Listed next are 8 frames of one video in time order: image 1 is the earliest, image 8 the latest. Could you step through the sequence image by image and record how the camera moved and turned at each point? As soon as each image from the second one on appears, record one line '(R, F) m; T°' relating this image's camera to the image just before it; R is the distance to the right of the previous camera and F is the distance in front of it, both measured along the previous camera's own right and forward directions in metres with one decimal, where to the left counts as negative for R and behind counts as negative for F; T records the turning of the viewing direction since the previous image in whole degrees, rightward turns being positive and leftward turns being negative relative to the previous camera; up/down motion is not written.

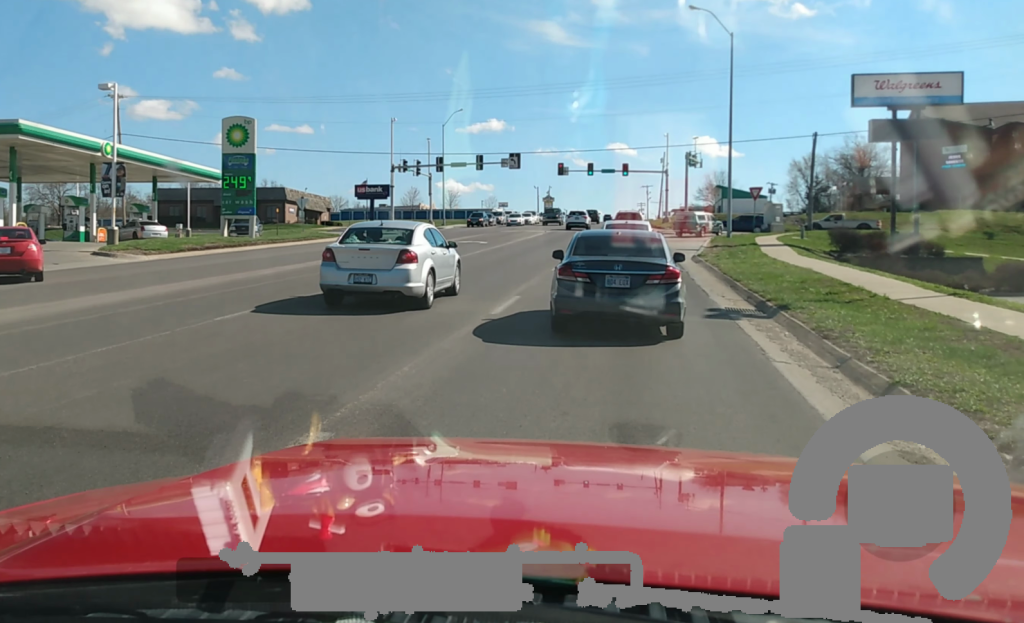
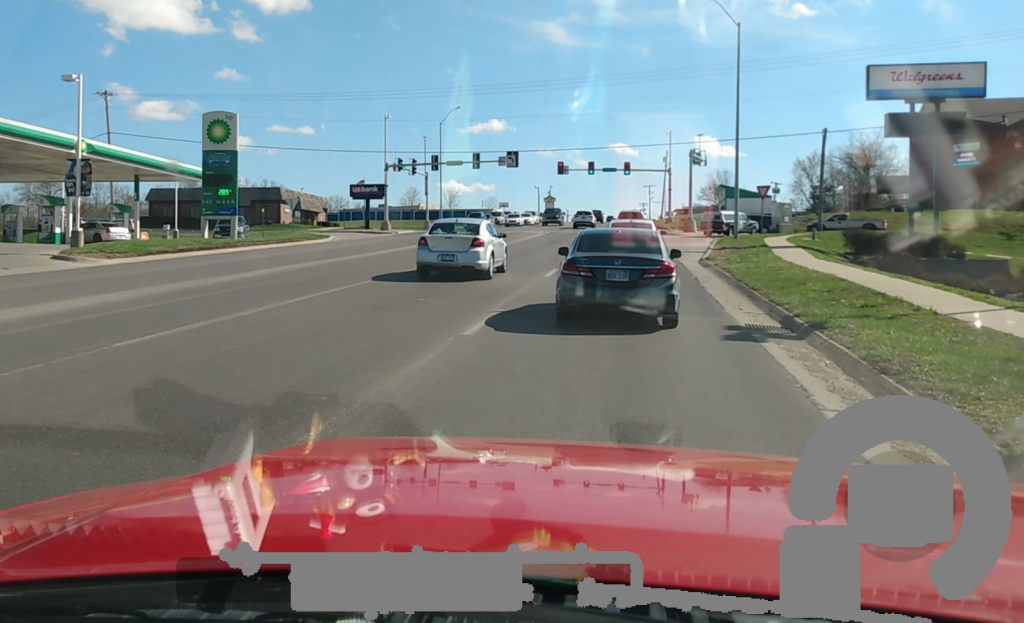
(0.0, +3.0) m; -1°
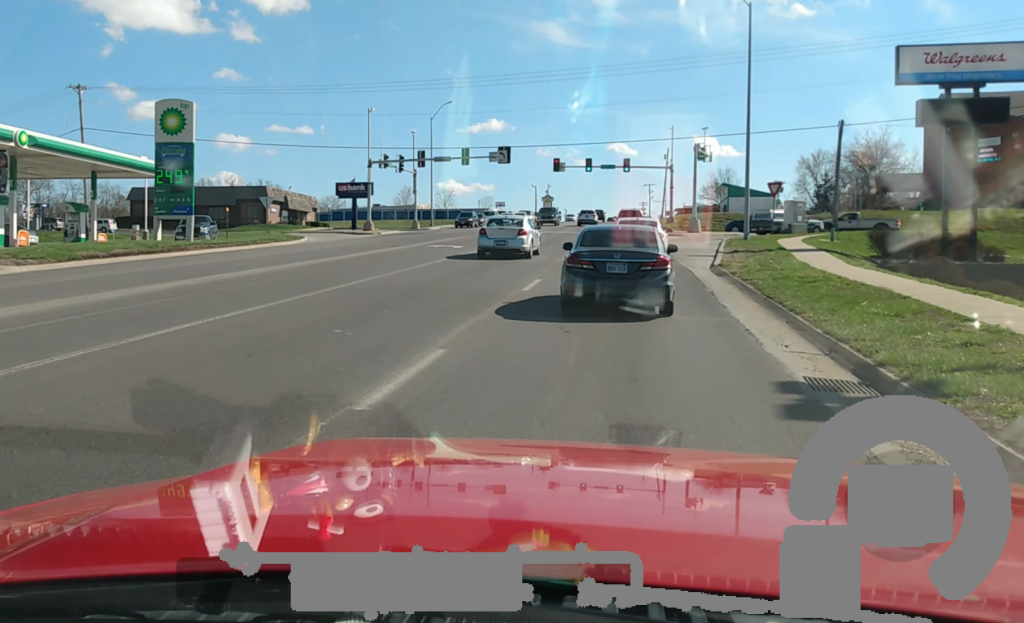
(0.0, +4.9) m; -2°
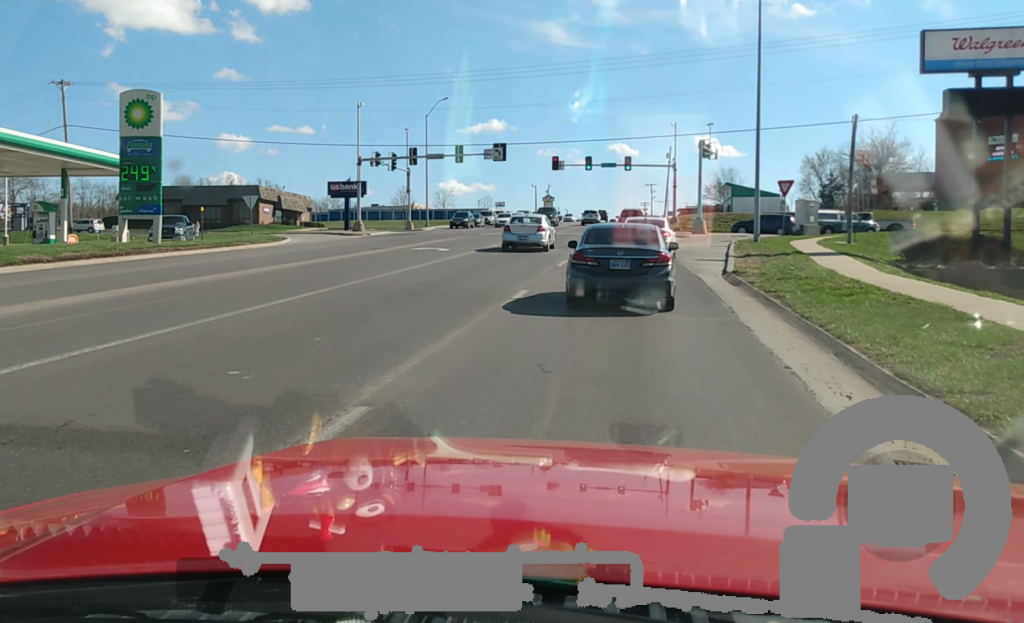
(-0.2, +3.5) m; -1°
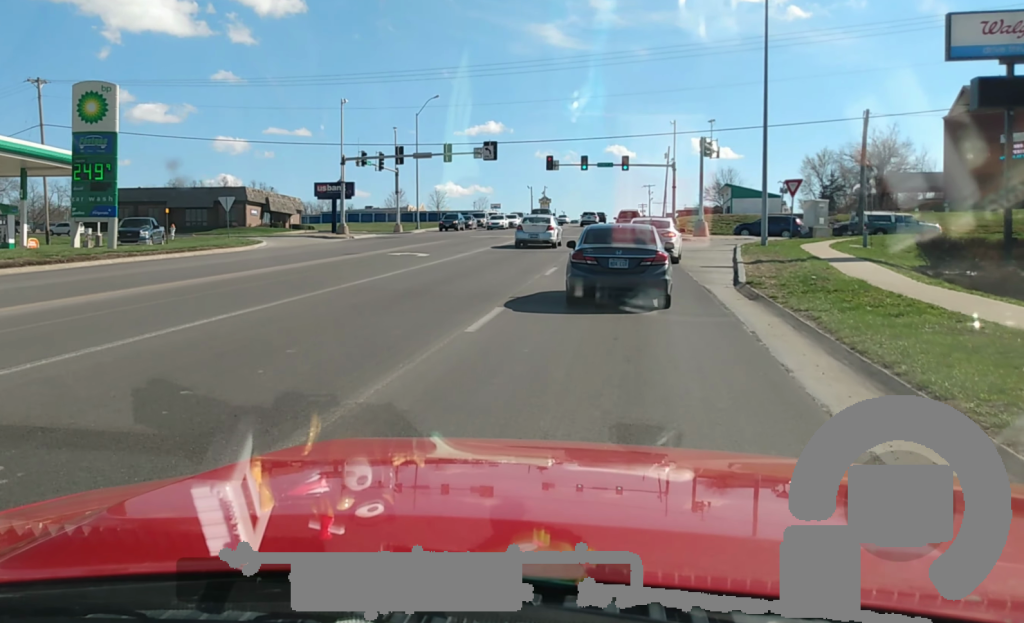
(0.0, +3.3) m; 0°
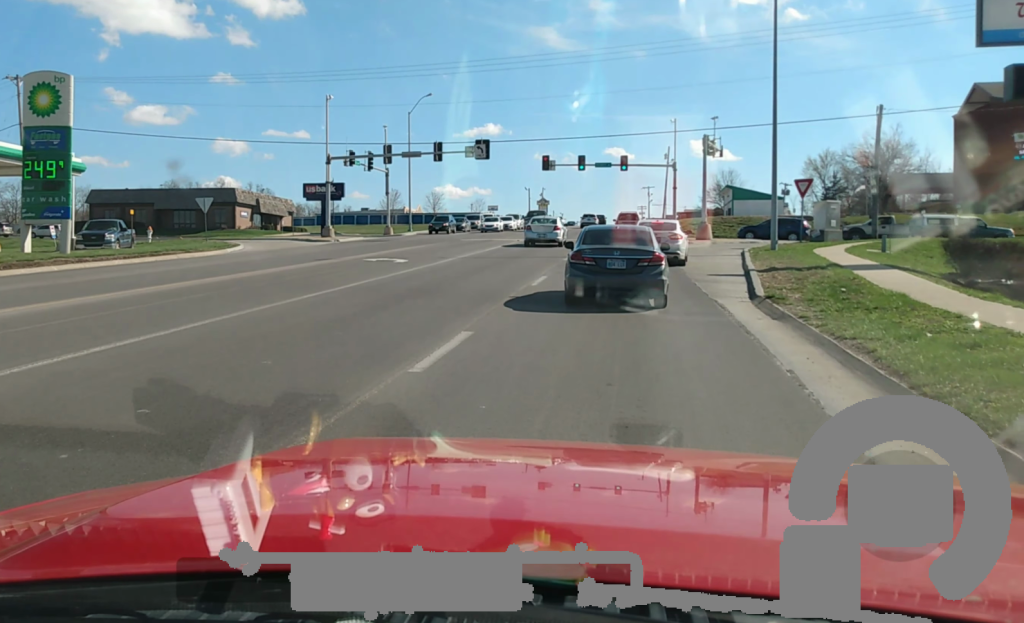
(+0.1, +3.3) m; 0°
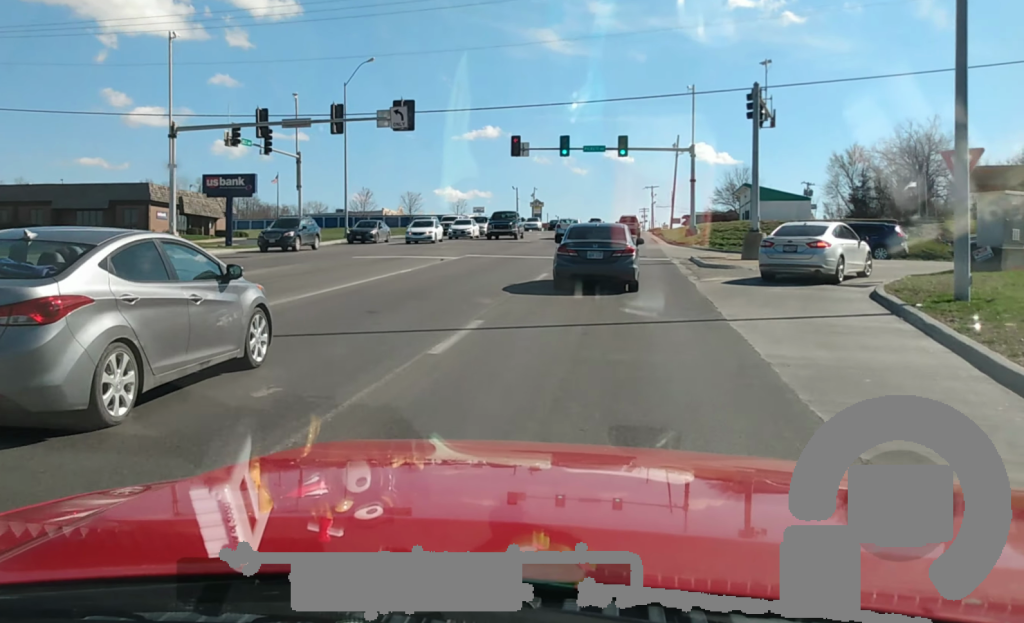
(-0.5, +22.8) m; -1°
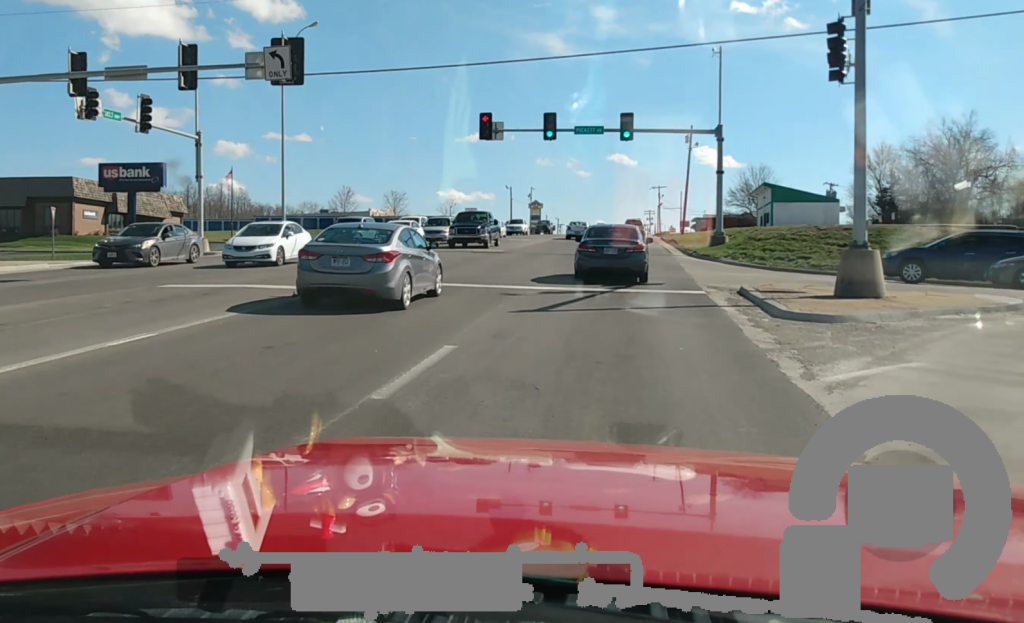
(0.0, +14.5) m; 0°
